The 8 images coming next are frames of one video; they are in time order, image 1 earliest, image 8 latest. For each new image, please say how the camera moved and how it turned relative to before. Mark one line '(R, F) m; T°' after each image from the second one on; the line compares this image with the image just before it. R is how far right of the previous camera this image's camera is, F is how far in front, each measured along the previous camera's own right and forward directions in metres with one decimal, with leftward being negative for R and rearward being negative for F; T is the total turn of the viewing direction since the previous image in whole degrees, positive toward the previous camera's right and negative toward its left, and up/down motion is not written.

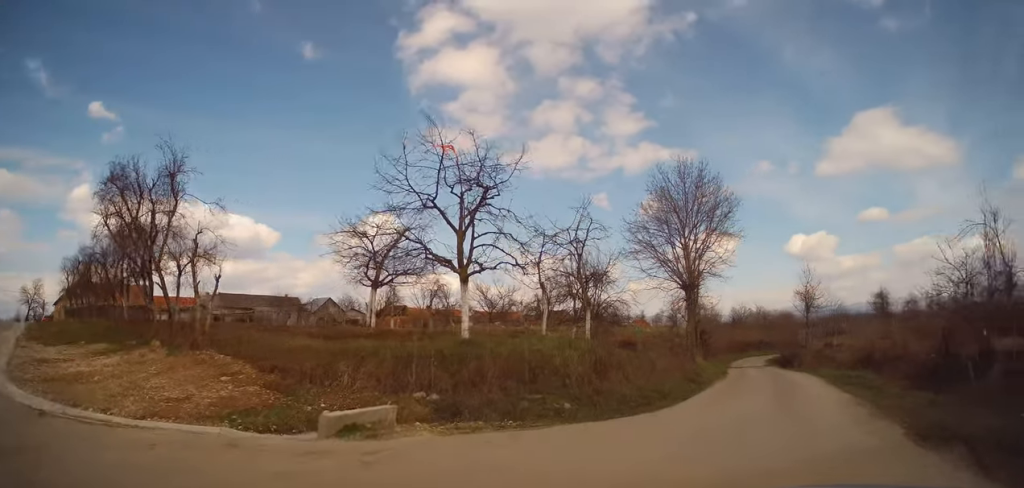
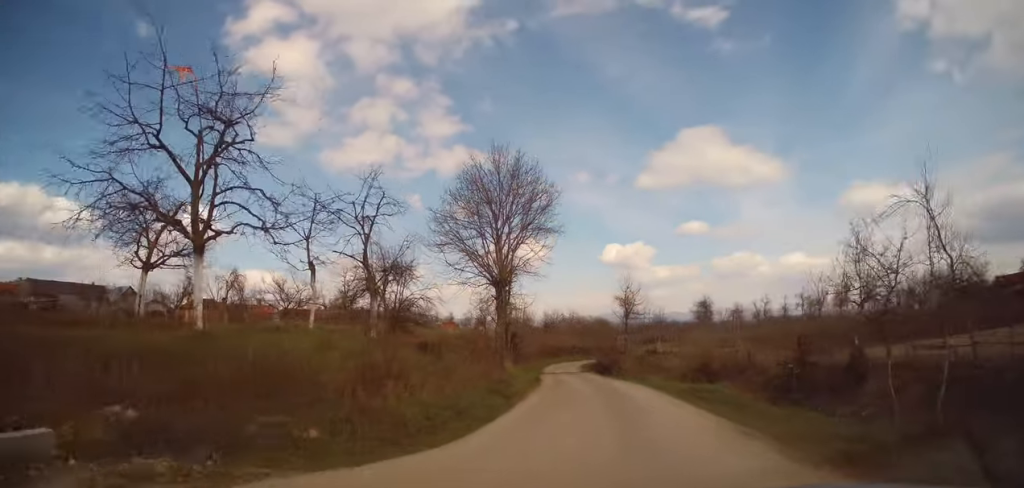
(0.0, +3.2) m; +9°
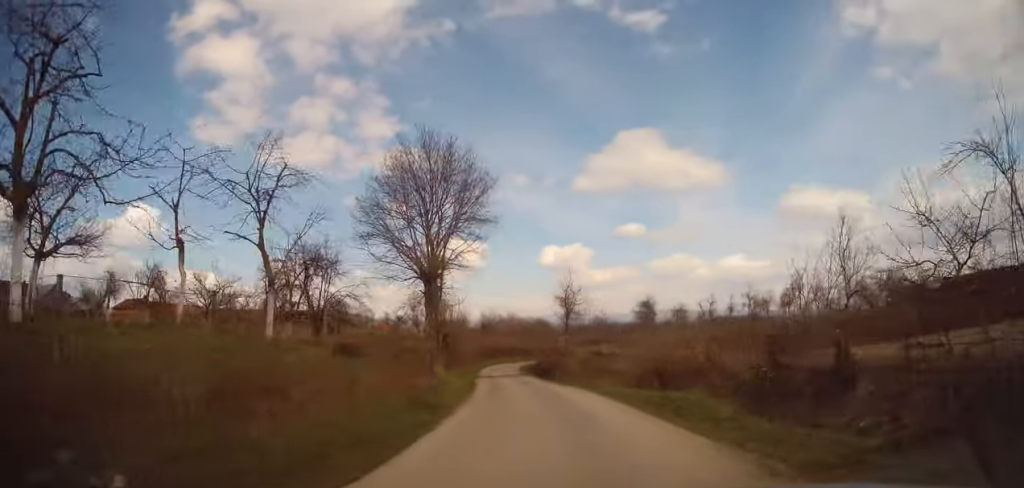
(+0.3, +2.7) m; +2°
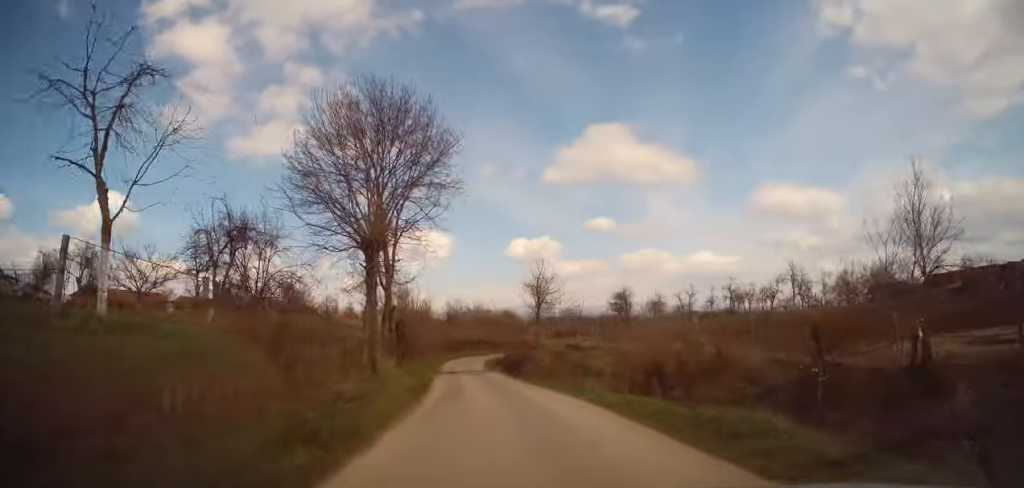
(+0.2, +4.2) m; +2°
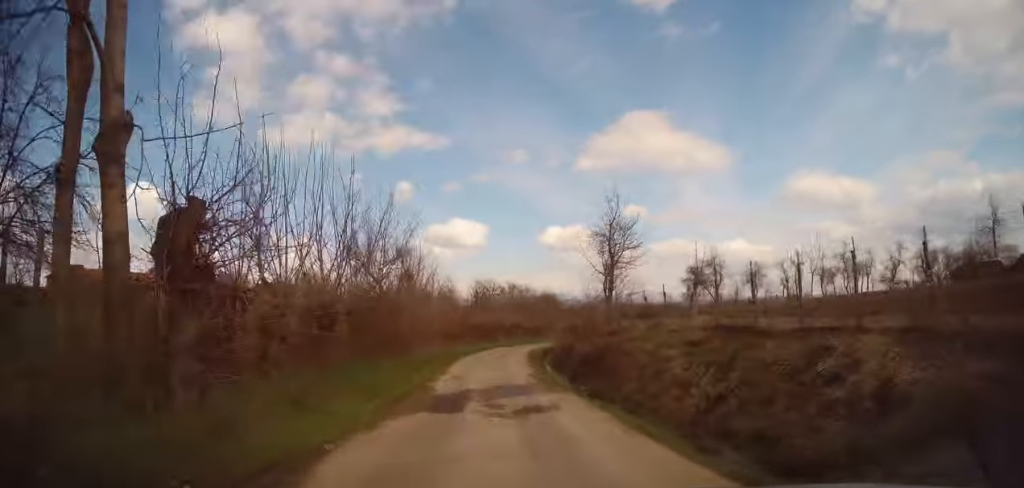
(-0.1, +19.4) m; 0°
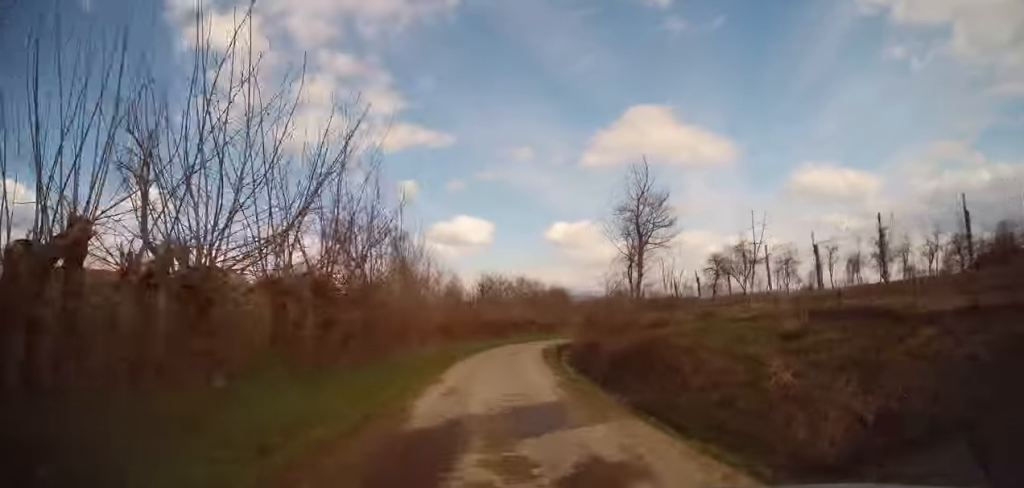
(-0.1, +5.4) m; 0°
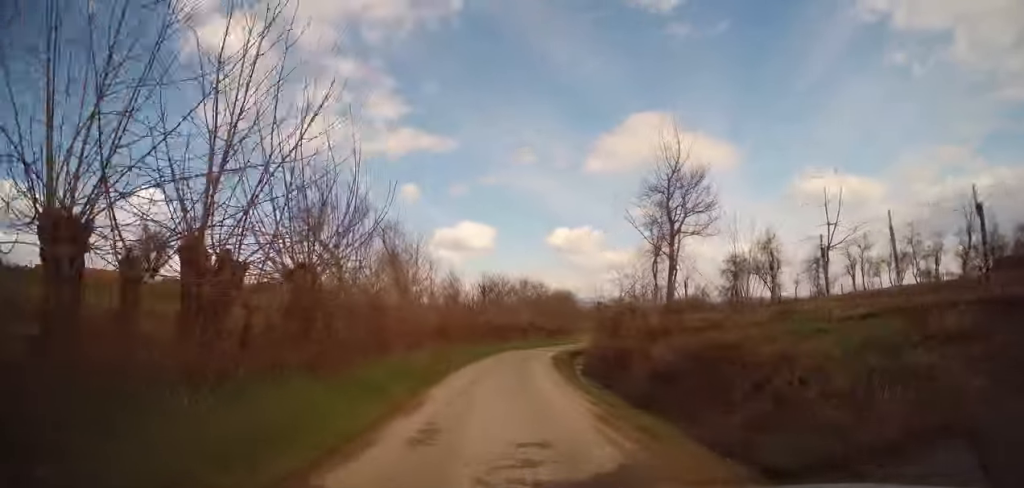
(+0.1, +5.1) m; 0°
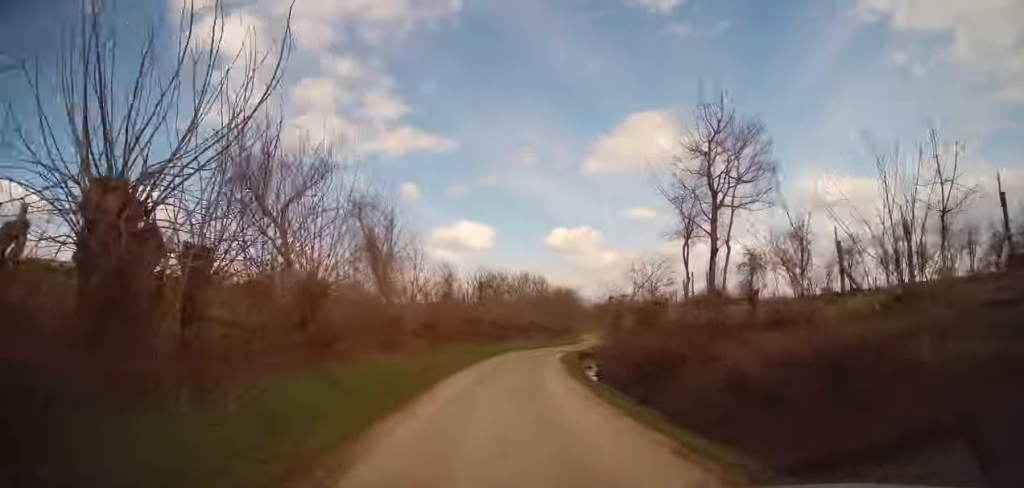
(0.0, +5.2) m; 0°
